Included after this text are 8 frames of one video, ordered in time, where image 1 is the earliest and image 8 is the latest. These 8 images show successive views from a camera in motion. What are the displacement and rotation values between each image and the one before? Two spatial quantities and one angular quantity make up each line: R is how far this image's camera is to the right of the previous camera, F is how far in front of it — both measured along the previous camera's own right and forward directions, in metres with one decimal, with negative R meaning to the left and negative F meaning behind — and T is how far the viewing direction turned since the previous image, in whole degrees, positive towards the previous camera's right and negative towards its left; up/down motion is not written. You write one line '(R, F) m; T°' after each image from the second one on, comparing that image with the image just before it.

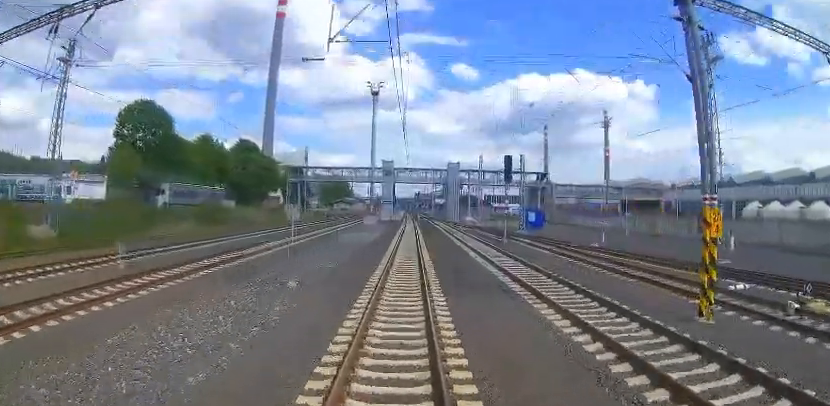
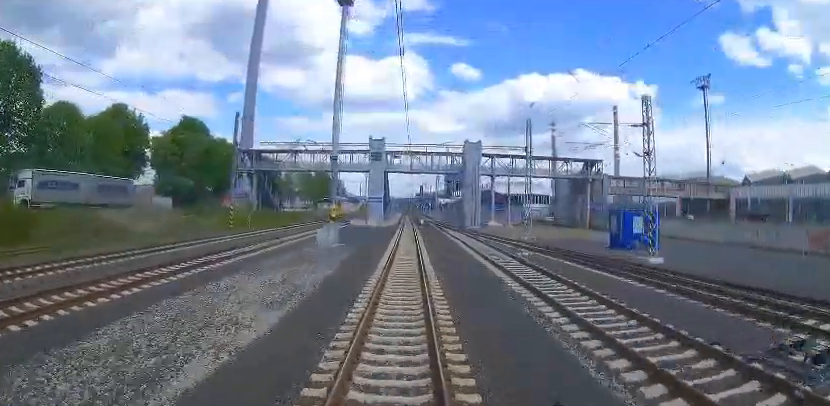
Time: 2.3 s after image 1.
(0.0, +29.1) m; 0°
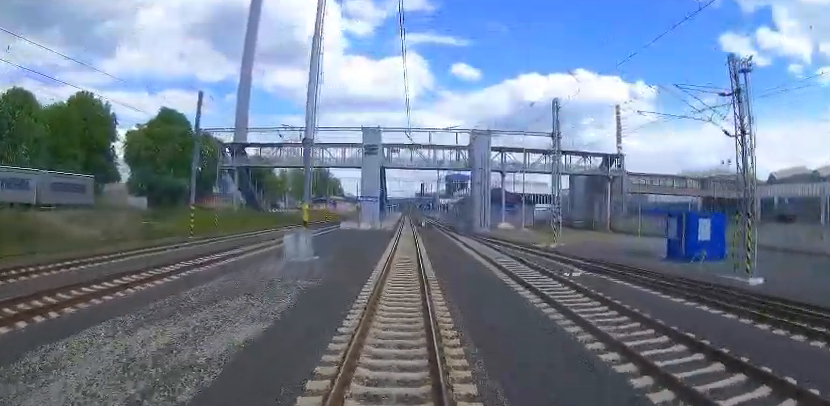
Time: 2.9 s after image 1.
(0.0, +8.0) m; 0°
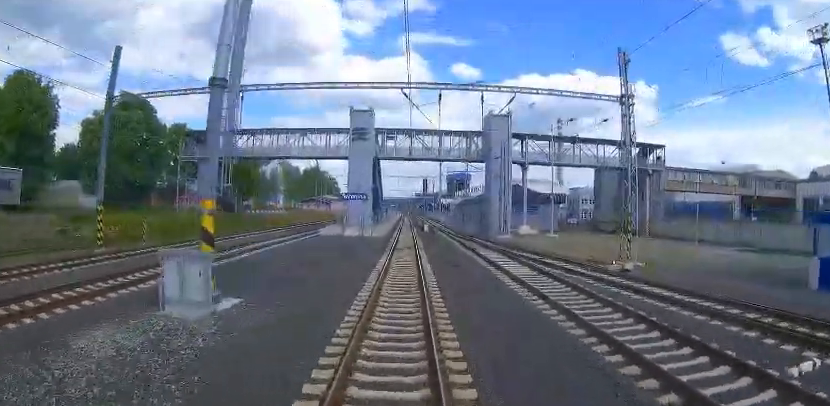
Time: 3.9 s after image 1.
(0.0, +11.8) m; -1°
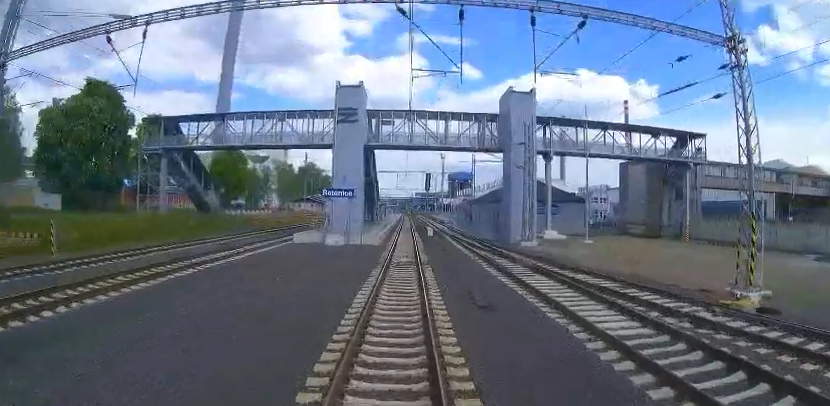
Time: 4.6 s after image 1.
(-0.1, +9.2) m; -1°
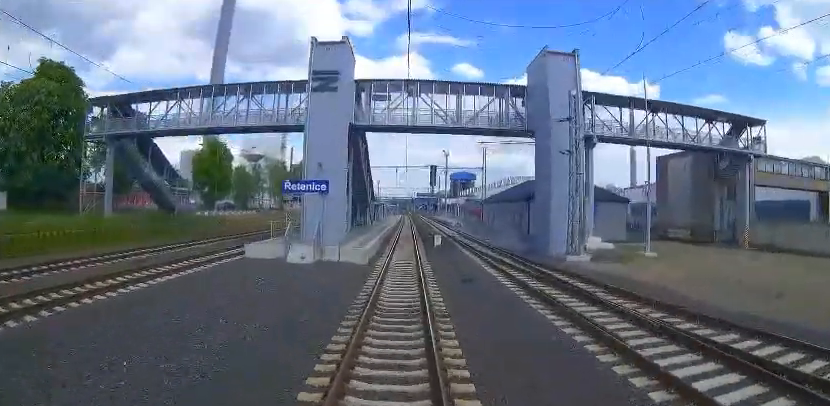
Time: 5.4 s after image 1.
(0.0, +10.3) m; +2°
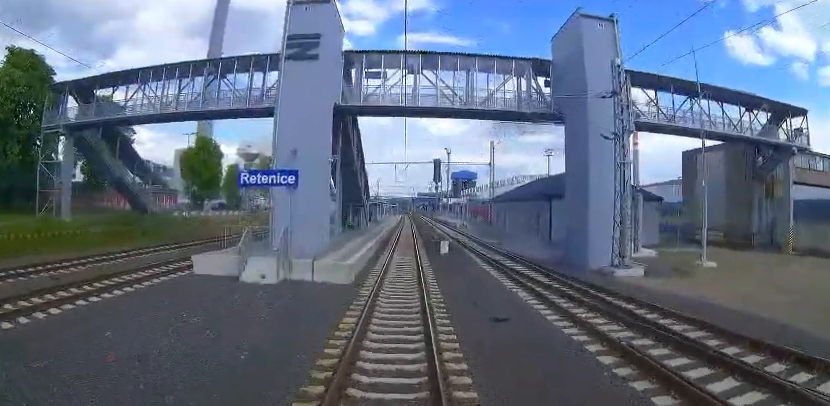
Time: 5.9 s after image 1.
(+0.1, +6.0) m; +1°
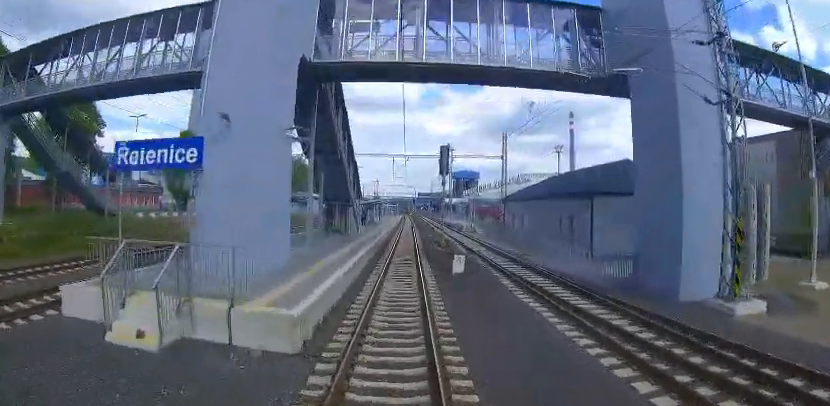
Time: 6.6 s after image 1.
(+0.4, +7.9) m; 0°
